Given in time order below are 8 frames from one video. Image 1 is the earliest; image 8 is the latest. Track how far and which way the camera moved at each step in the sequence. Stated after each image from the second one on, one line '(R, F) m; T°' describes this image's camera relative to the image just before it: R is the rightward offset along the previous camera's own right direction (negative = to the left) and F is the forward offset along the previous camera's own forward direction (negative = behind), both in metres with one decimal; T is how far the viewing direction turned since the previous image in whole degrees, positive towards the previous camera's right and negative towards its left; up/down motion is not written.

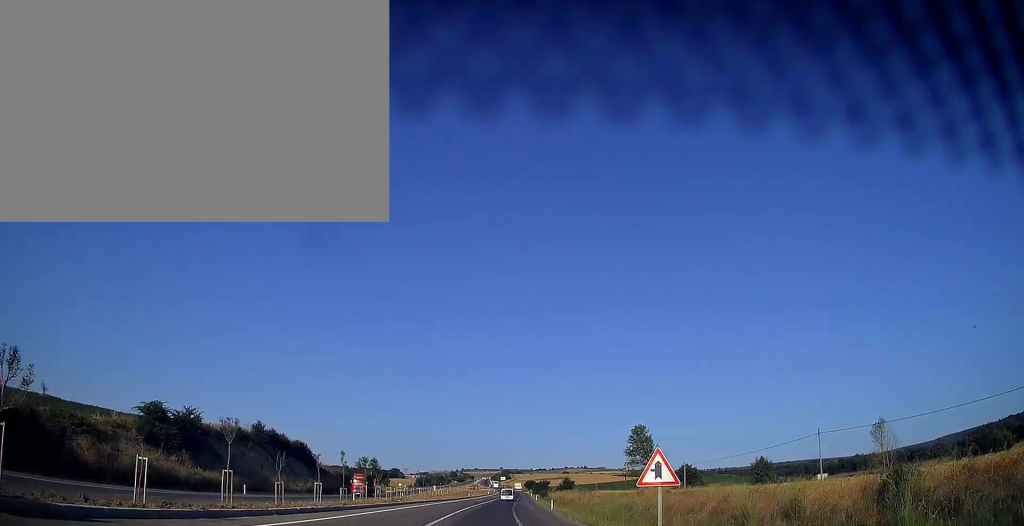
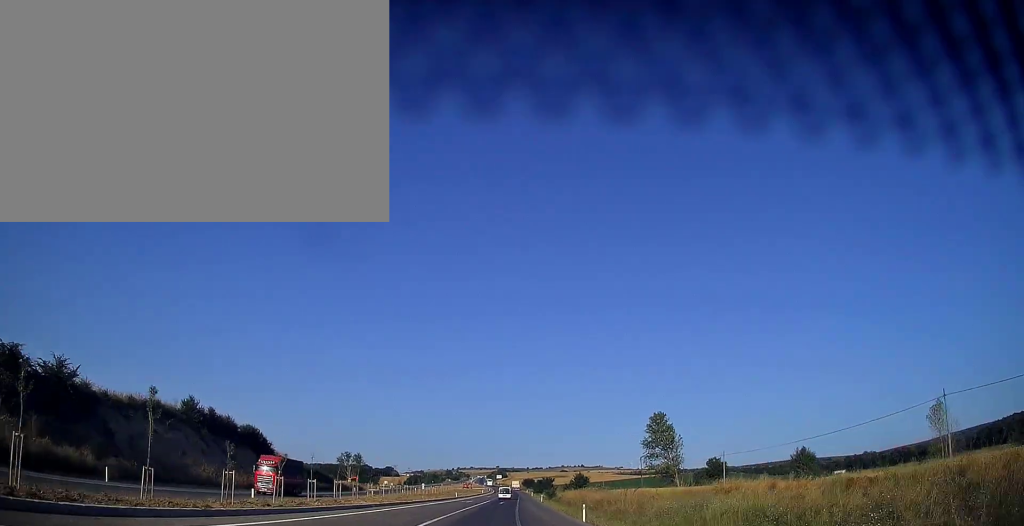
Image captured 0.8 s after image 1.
(-0.1, +22.5) m; 0°
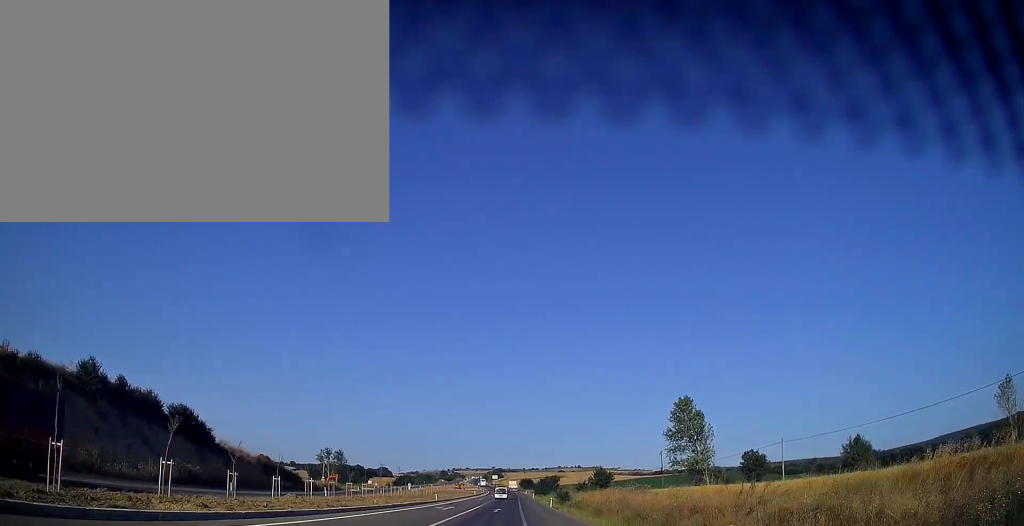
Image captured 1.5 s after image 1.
(+0.3, +21.5) m; 0°
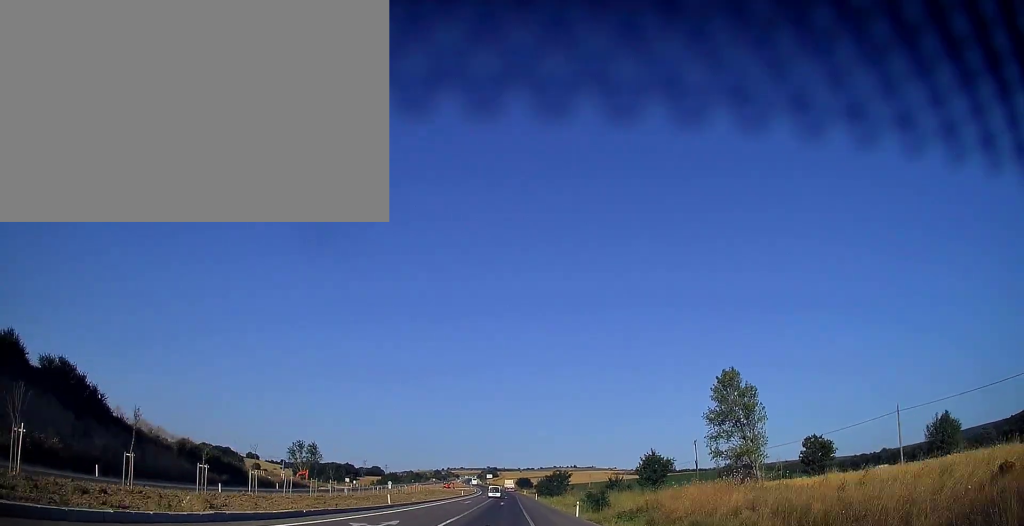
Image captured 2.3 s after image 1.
(-0.1, +24.5) m; 0°
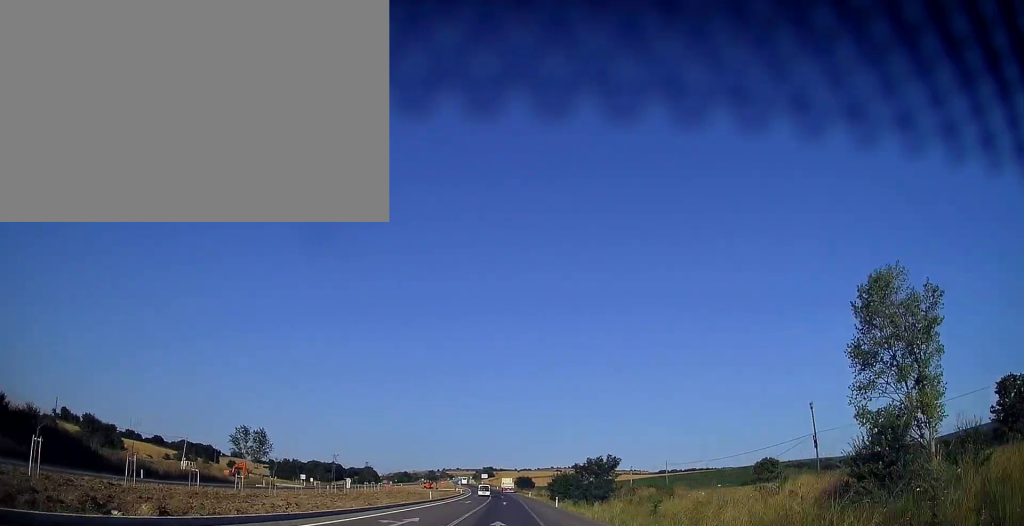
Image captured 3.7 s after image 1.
(+0.5, +39.1) m; +1°
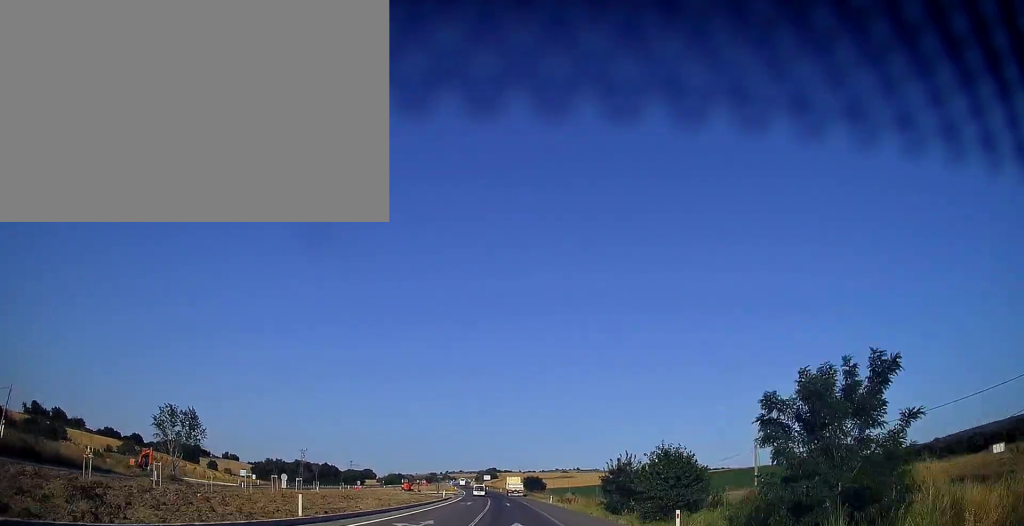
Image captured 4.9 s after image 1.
(-0.3, +36.1) m; -1°
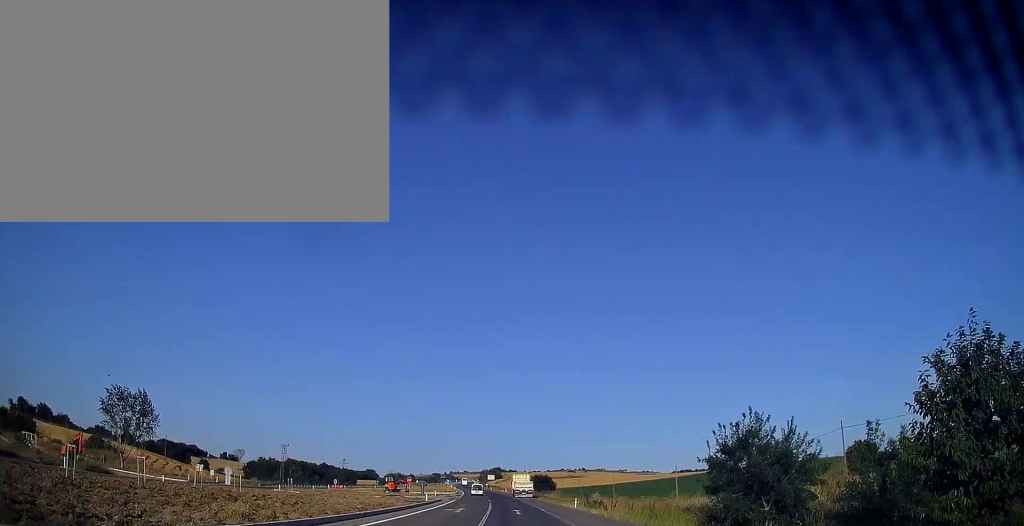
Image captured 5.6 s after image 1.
(0.0, +19.5) m; 0°
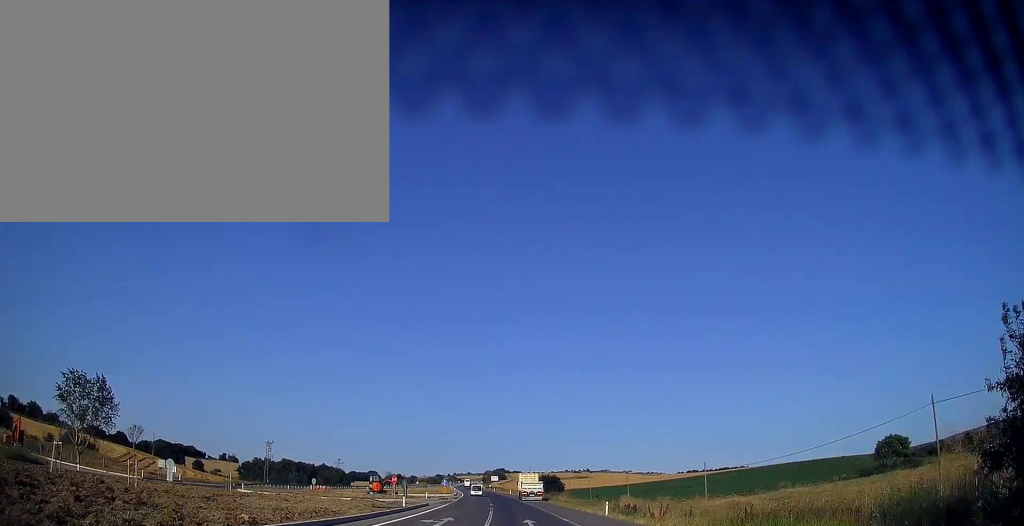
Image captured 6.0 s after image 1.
(-0.1, +12.7) m; 0°
